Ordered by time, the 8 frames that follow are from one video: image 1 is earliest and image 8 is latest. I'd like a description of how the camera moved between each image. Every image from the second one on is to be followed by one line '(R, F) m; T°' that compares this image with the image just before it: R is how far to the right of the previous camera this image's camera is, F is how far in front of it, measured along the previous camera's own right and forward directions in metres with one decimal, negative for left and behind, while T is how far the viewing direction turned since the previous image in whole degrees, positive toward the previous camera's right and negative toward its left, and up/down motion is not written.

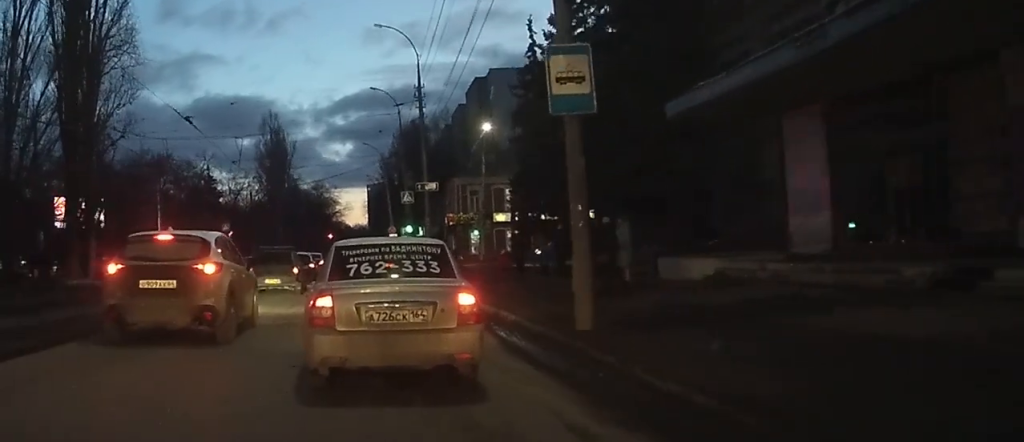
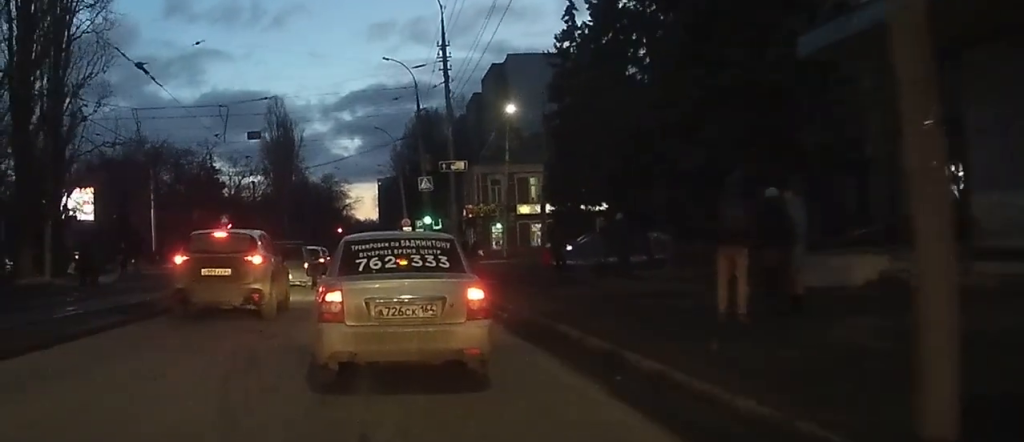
(0.0, +6.4) m; -1°
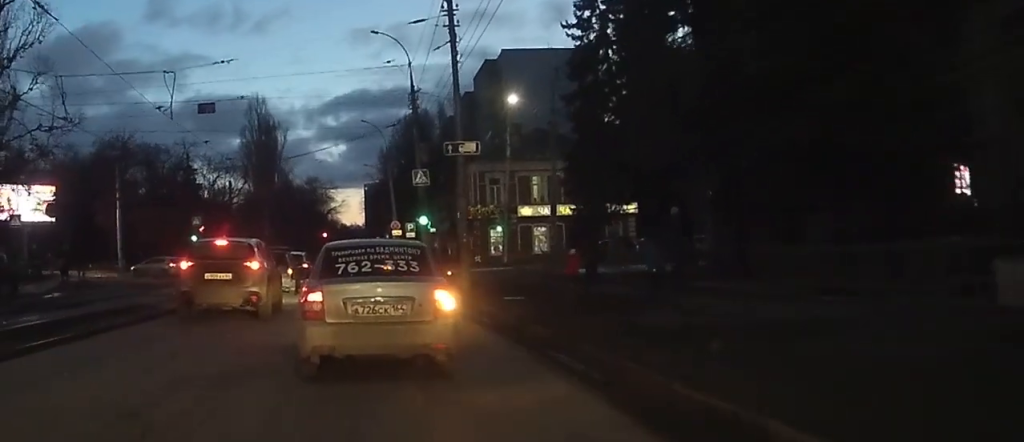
(0.0, +6.9) m; +1°
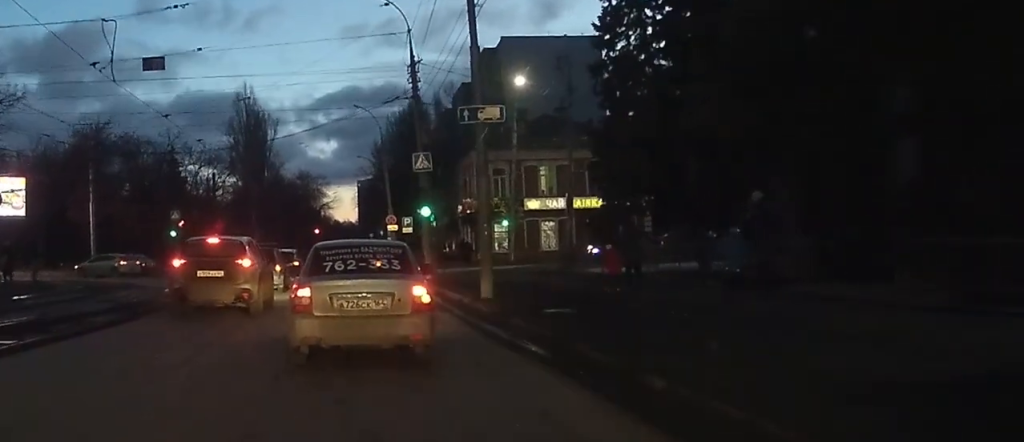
(+0.1, +5.4) m; +2°
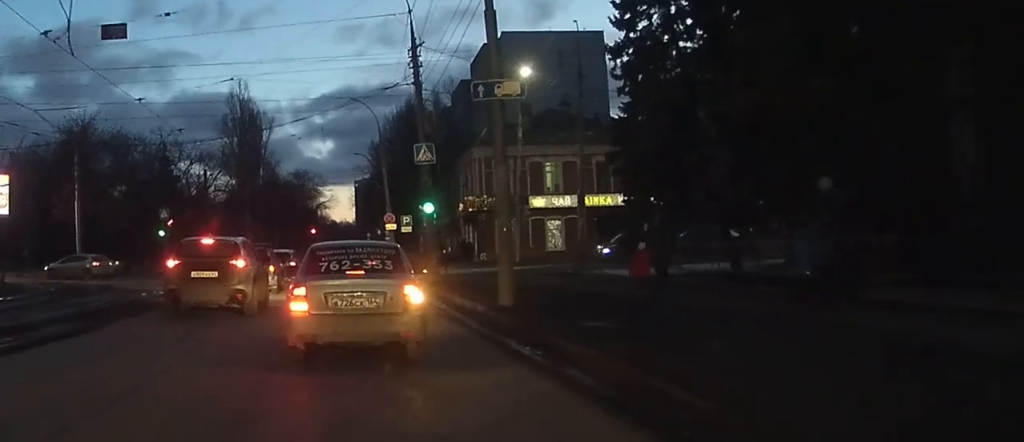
(0.0, +3.0) m; 0°
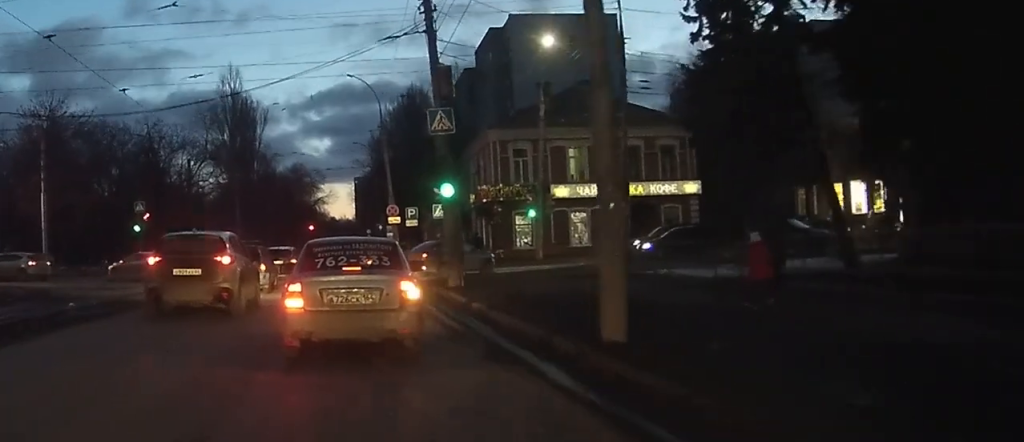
(0.0, +6.8) m; 0°
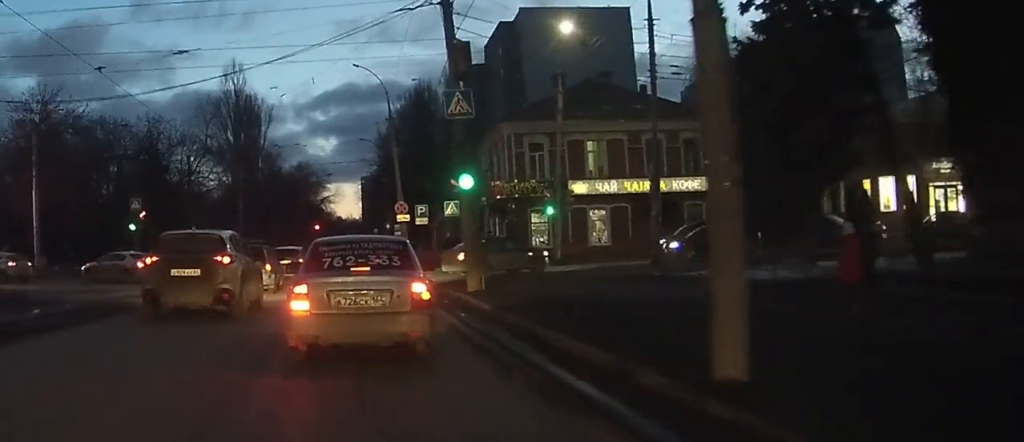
(0.0, +2.6) m; -1°
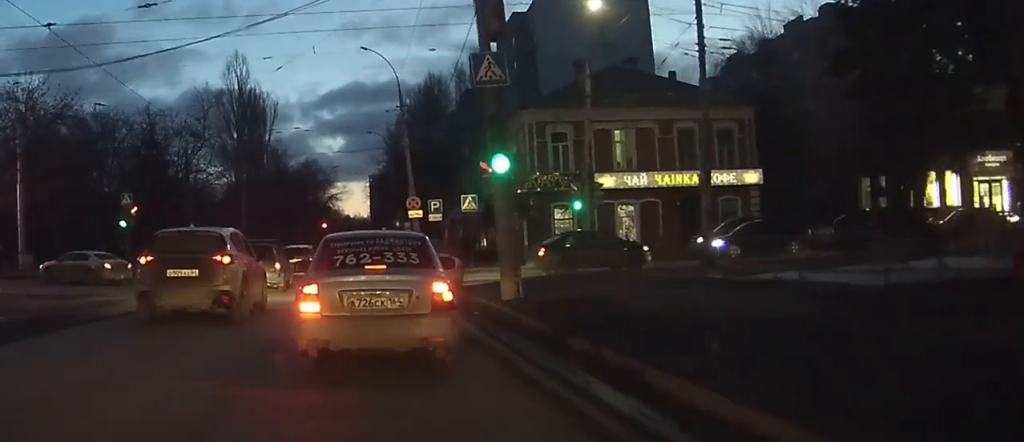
(-0.1, +3.9) m; -2°
